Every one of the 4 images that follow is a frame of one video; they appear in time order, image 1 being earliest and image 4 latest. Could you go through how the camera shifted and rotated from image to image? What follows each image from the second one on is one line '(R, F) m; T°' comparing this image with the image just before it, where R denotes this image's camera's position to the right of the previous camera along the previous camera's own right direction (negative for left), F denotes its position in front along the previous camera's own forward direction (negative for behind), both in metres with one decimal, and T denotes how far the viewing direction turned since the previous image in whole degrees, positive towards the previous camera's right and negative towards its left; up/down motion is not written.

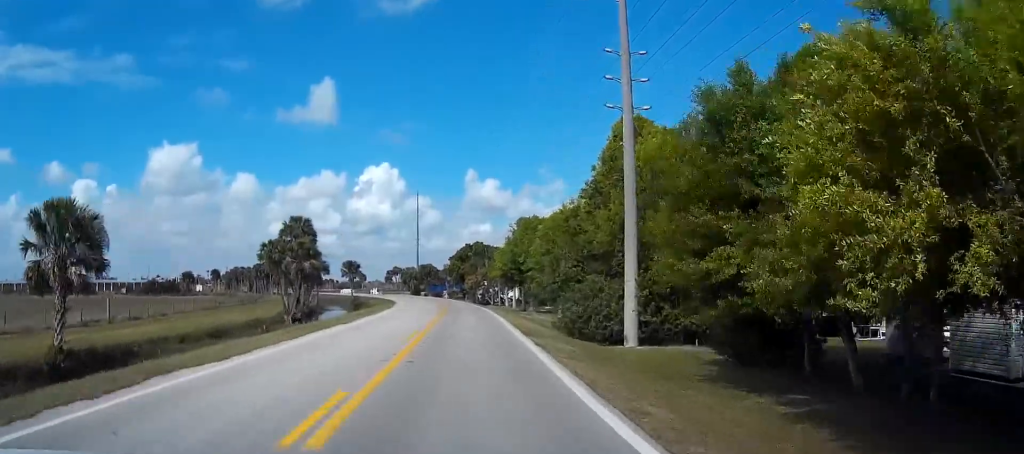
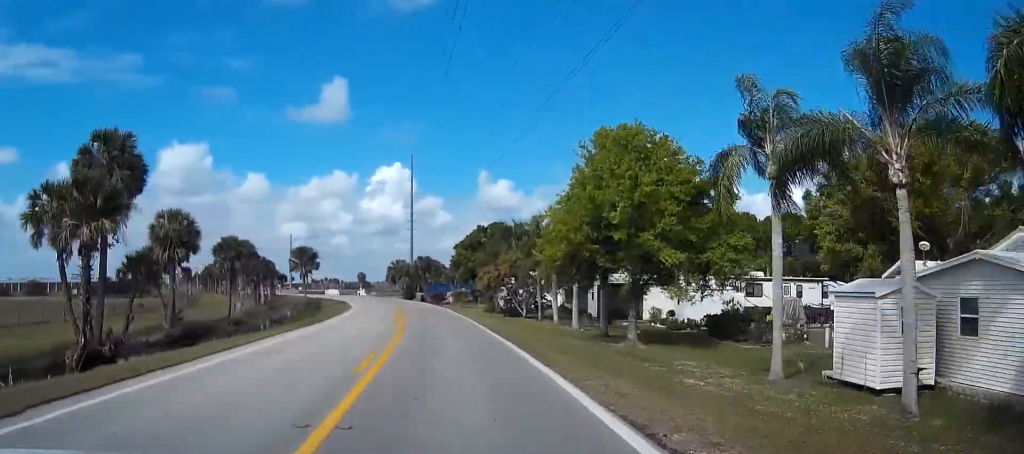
(0.0, +42.0) m; 0°
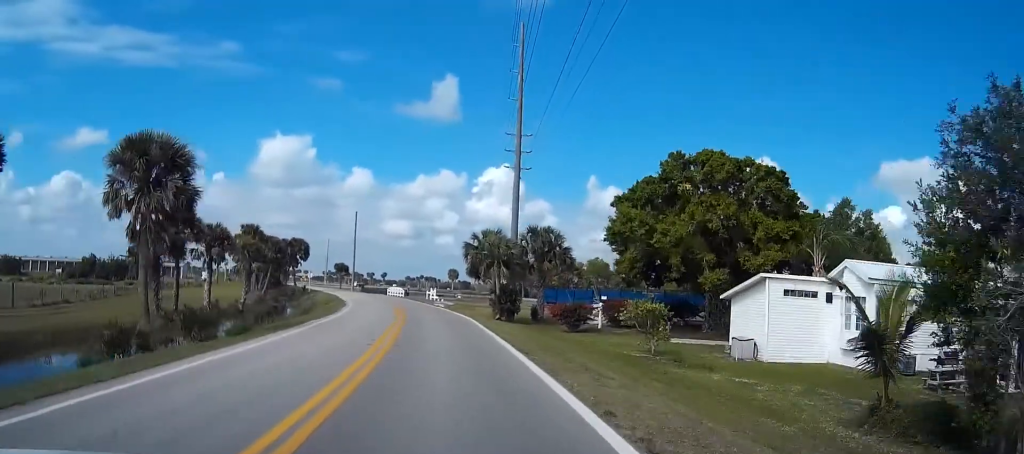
(-3.8, +57.0) m; -8°
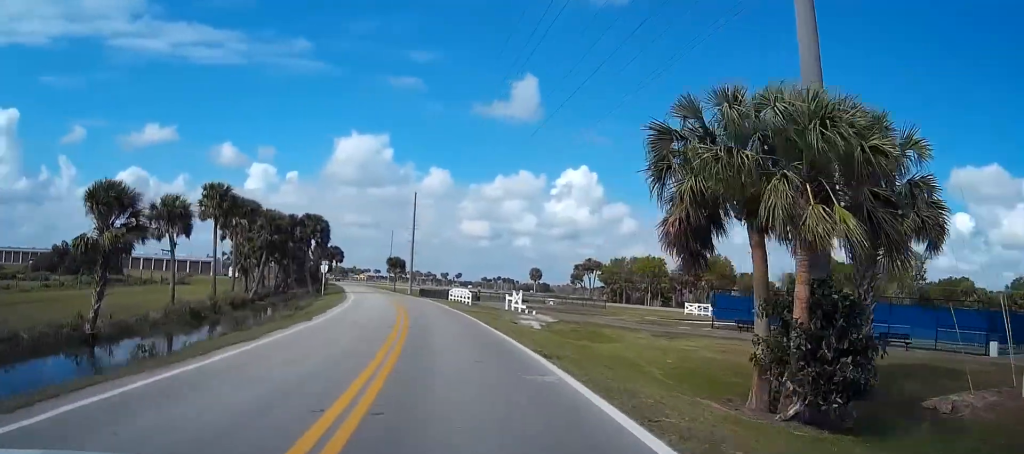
(-2.2, +37.7) m; -7°
